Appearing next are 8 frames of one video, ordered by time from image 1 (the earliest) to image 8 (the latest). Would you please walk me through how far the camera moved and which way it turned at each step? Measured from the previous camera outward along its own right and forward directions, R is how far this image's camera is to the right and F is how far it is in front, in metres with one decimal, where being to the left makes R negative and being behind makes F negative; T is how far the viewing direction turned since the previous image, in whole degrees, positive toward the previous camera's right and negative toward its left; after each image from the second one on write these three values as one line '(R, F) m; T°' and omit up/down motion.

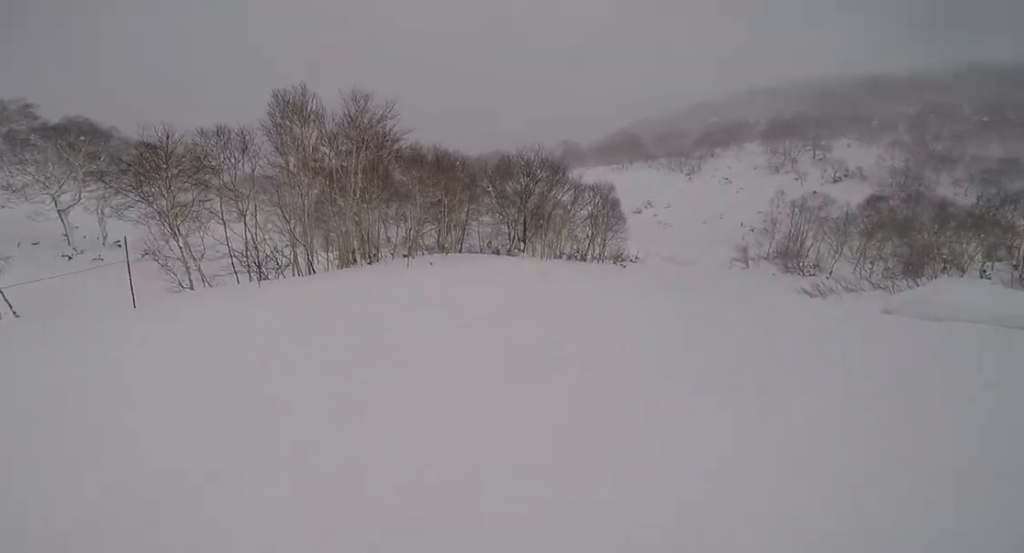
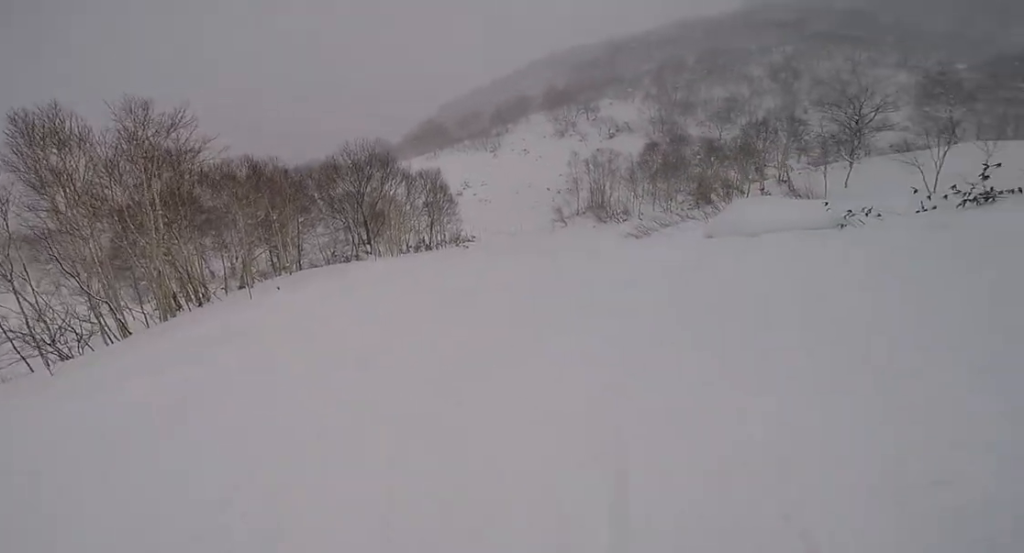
(-0.2, +1.6) m; +21°
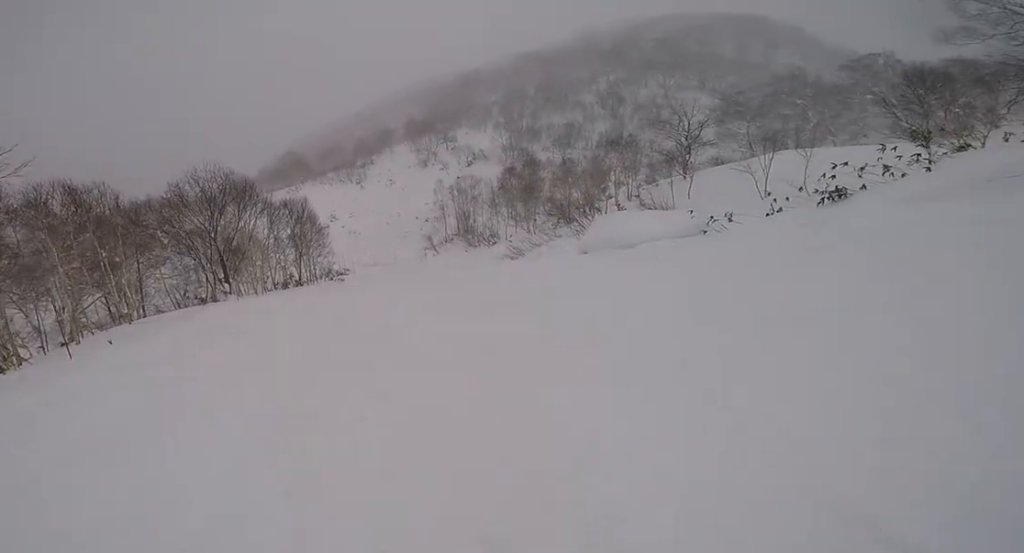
(+0.1, +1.3) m; +18°
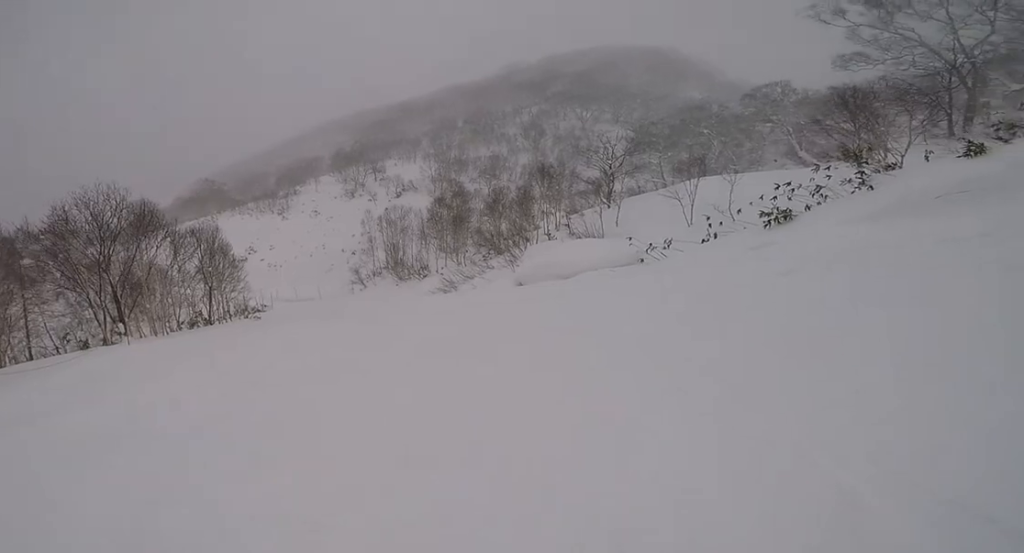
(+0.9, +1.2) m; +12°
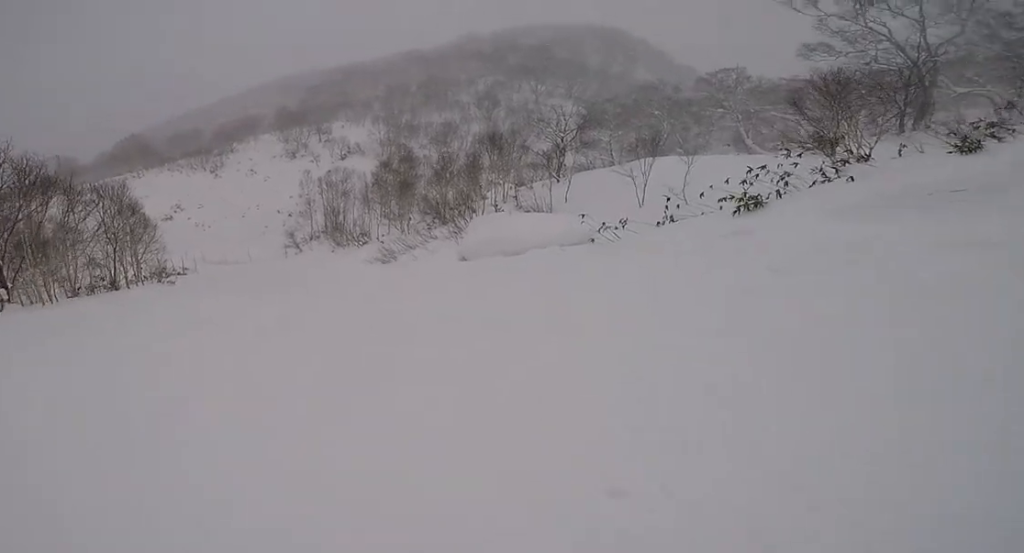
(+0.2, +2.1) m; -1°
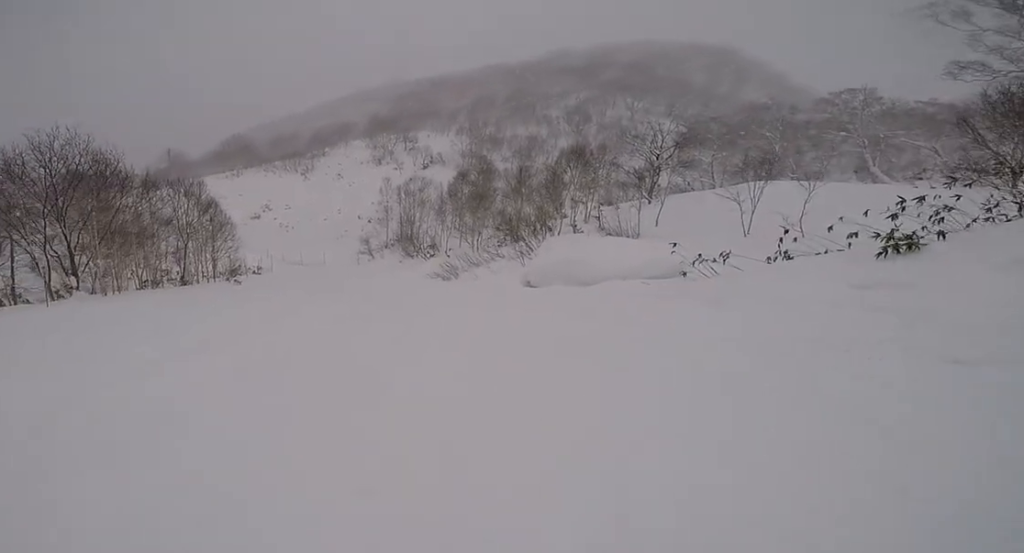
(-0.4, +3.0) m; -16°
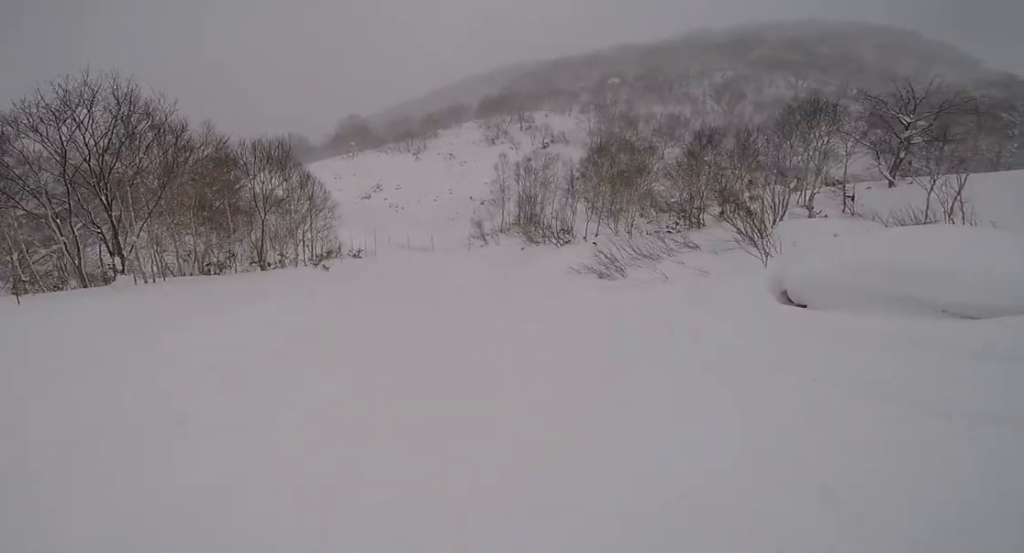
(-1.3, +9.9) m; -9°
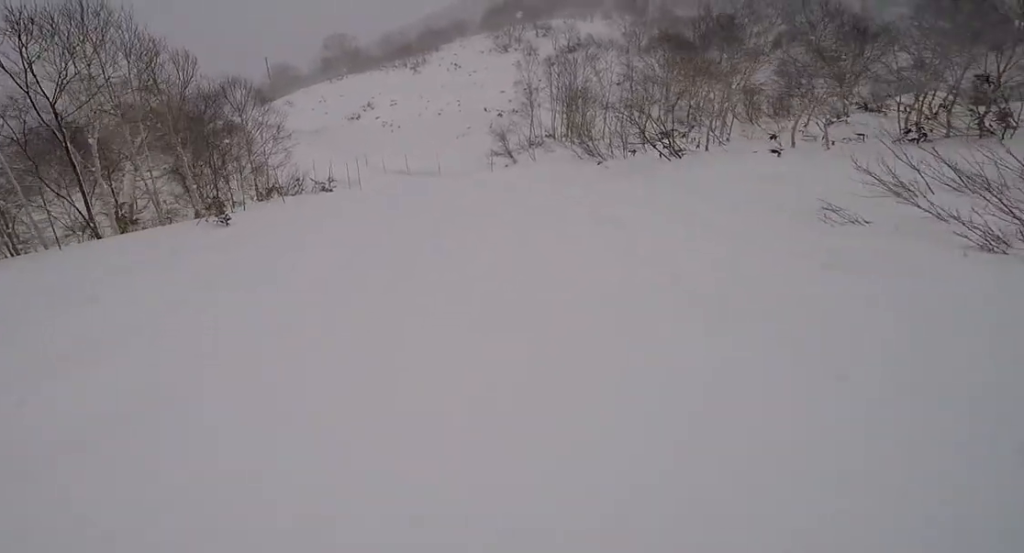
(-1.1, +12.5) m; -10°
